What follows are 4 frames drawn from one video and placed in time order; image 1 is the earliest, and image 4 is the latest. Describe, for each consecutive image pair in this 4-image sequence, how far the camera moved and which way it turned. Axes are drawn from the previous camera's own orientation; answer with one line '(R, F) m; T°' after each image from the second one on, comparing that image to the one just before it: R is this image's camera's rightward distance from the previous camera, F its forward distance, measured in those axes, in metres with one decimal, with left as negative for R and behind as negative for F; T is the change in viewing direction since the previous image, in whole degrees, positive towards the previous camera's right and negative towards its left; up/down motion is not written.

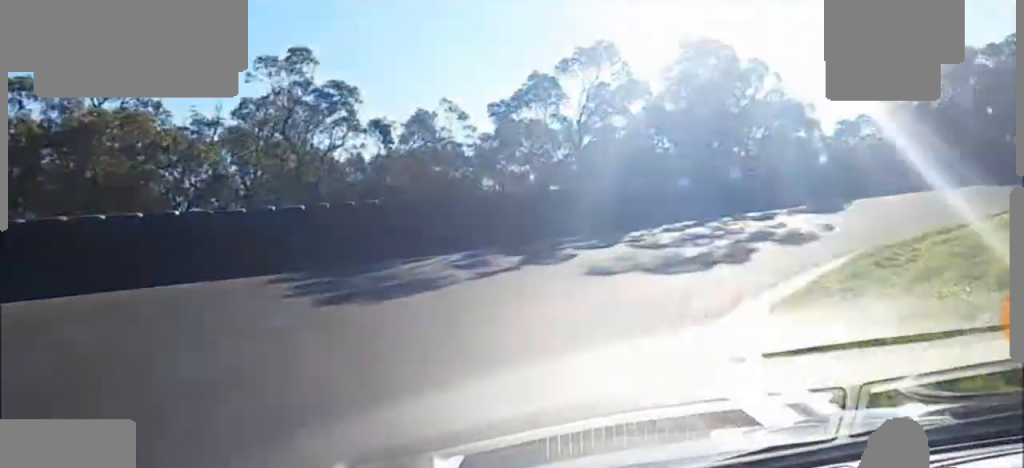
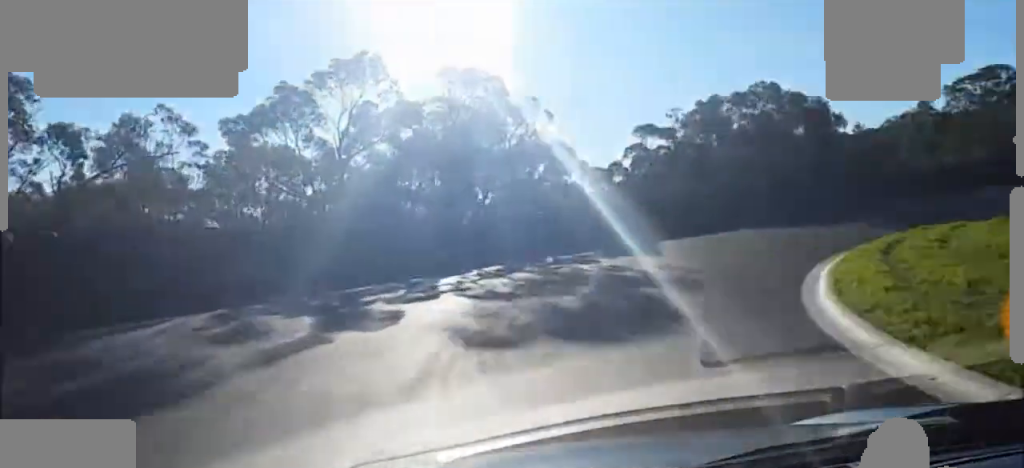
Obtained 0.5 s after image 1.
(+0.2, +7.9) m; +8°
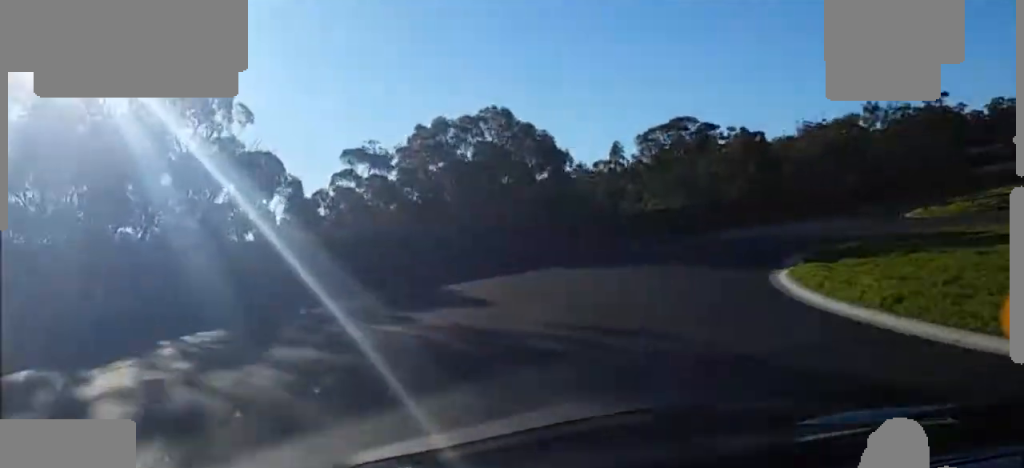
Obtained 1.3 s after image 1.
(+1.5, +12.6) m; +27°
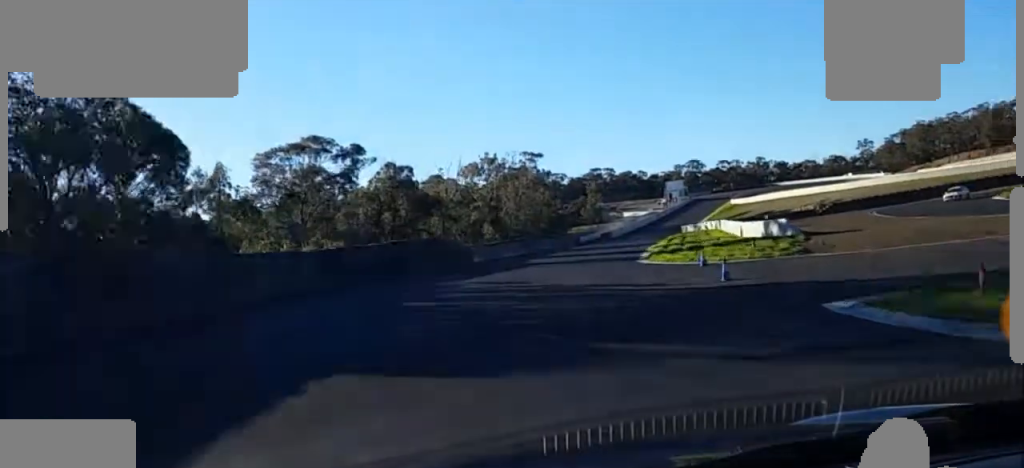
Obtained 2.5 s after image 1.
(+9.4, +18.0) m; +49°
